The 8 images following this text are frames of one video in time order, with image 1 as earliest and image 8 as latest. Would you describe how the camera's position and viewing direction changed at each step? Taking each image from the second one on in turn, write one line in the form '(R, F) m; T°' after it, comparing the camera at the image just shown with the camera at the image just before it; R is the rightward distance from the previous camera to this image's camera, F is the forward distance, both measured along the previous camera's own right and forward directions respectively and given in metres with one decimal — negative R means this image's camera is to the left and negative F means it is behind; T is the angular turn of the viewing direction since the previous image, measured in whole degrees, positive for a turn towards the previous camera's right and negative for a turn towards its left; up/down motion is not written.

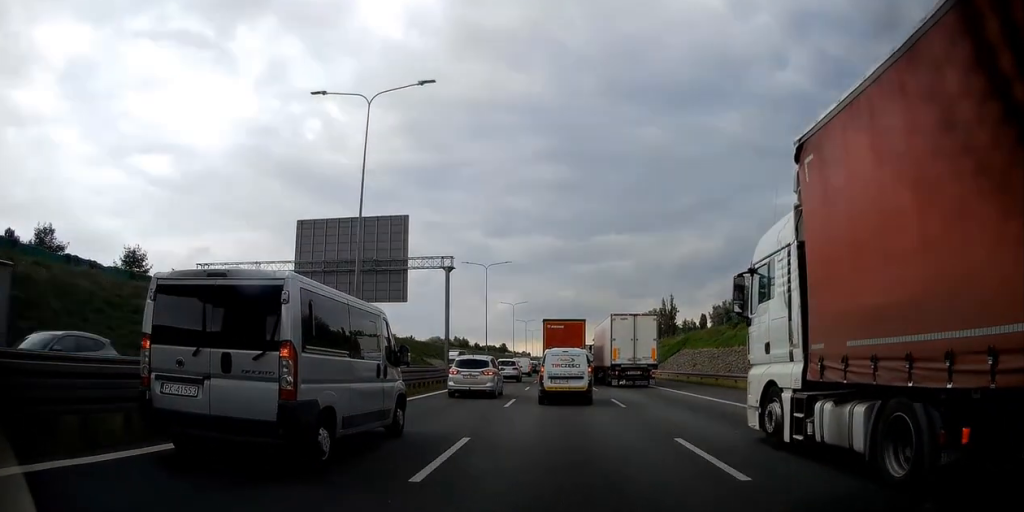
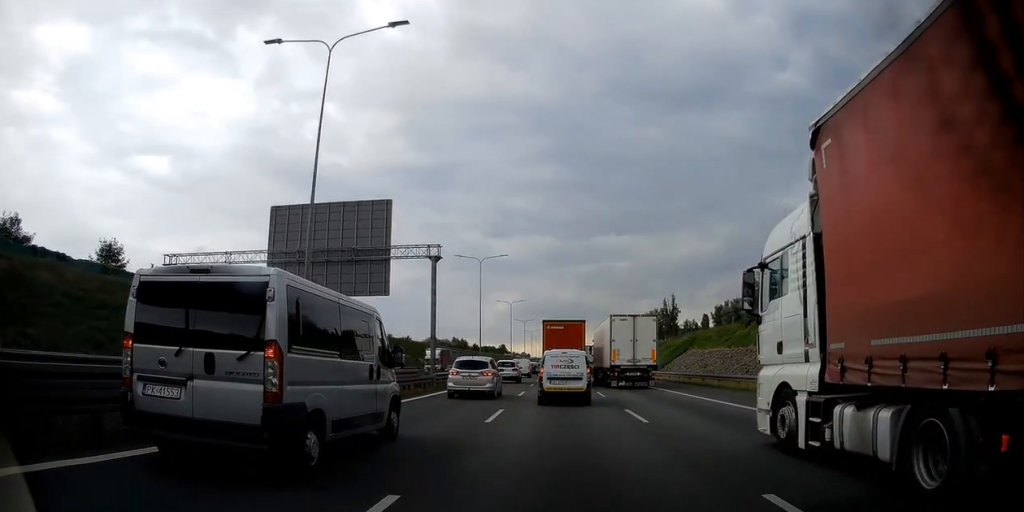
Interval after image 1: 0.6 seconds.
(-0.1, +3.8) m; -2°
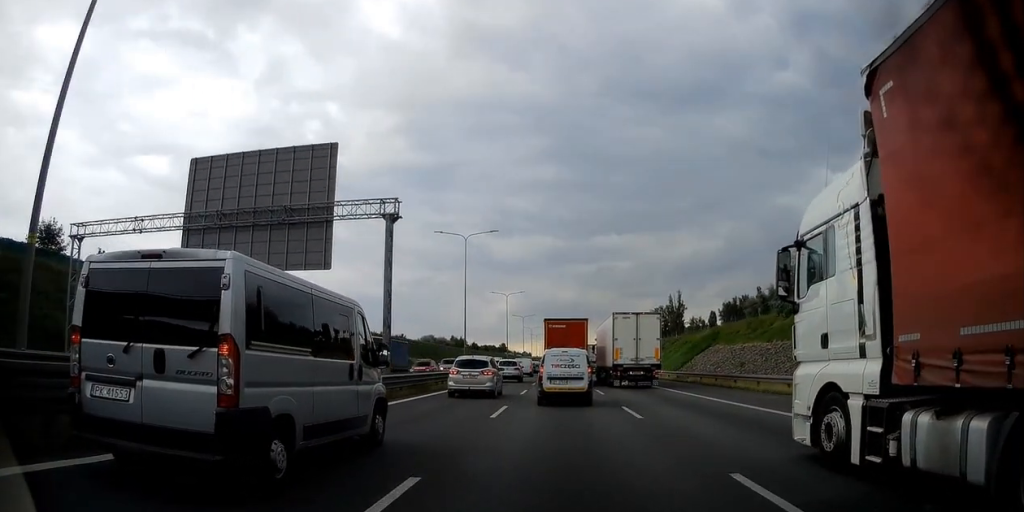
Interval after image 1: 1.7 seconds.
(-0.2, +8.3) m; -1°
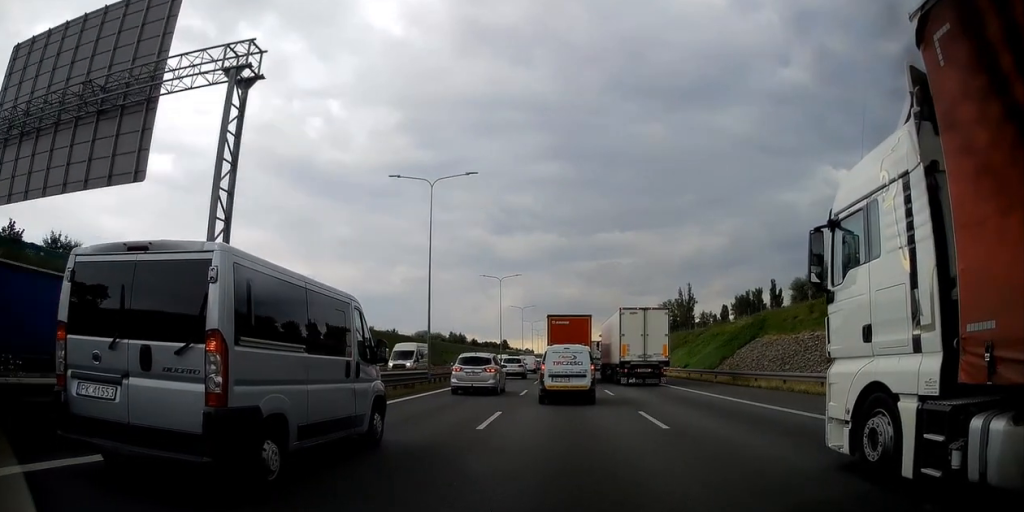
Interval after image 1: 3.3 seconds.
(+0.4, +14.5) m; +1°
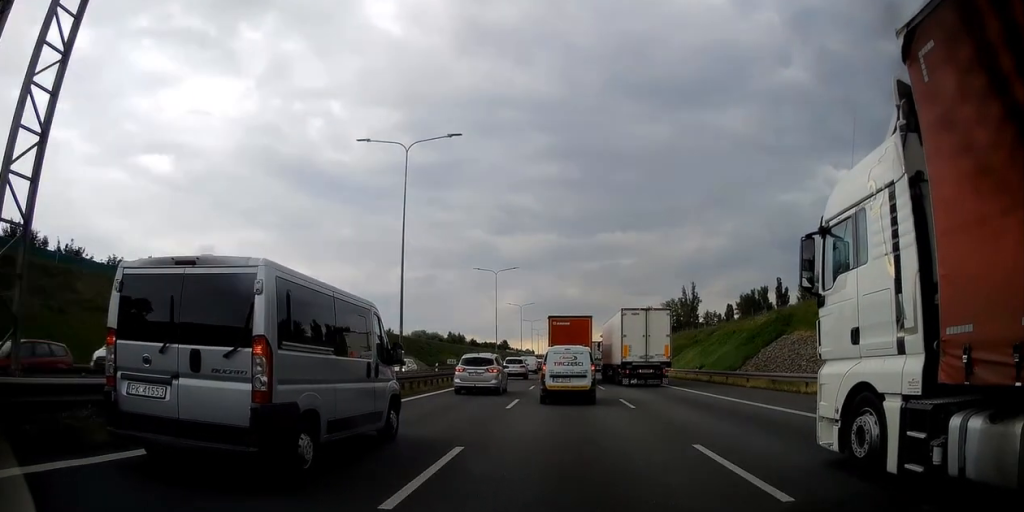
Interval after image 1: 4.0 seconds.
(0.0, +7.2) m; -1°
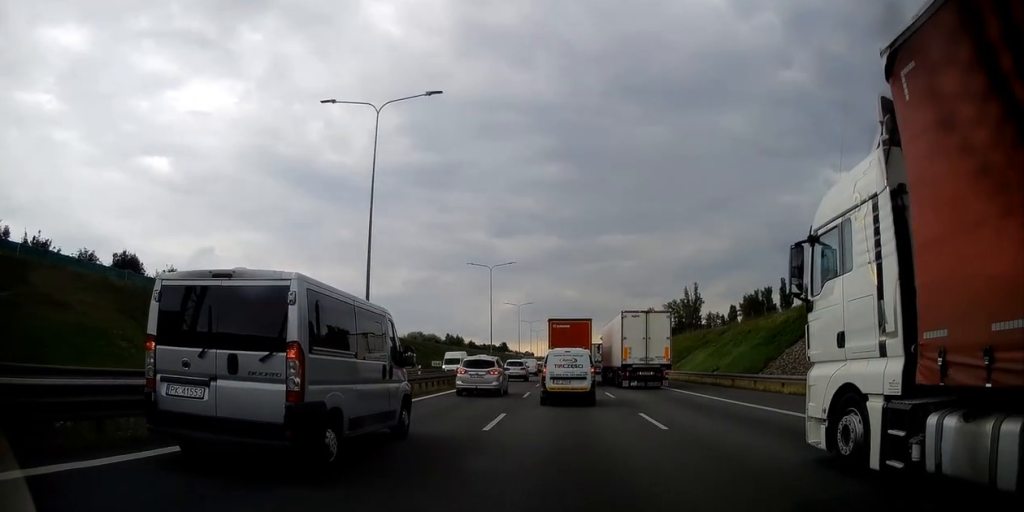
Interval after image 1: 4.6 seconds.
(-0.2, +6.0) m; -1°
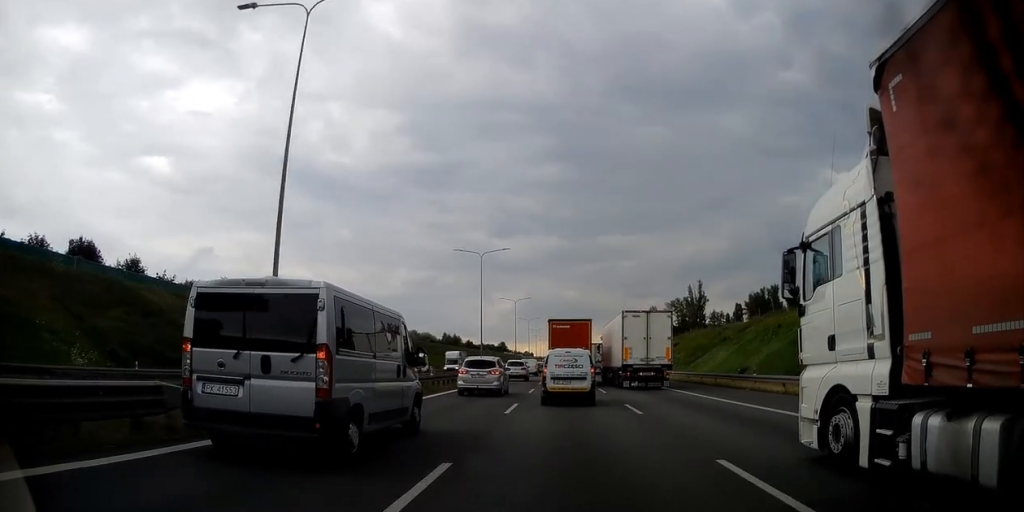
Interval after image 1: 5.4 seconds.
(+0.1, +7.8) m; +1°
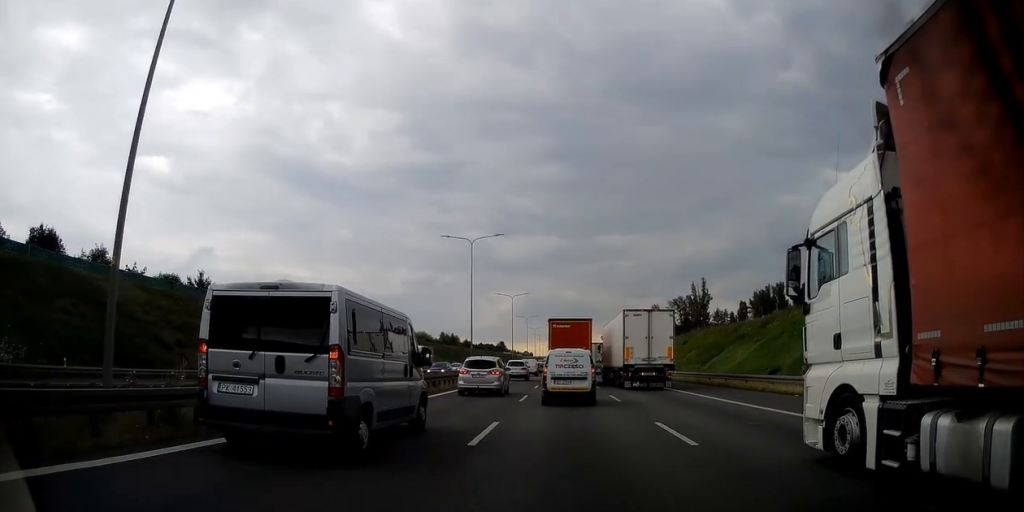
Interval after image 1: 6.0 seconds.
(+0.1, +5.8) m; 0°
